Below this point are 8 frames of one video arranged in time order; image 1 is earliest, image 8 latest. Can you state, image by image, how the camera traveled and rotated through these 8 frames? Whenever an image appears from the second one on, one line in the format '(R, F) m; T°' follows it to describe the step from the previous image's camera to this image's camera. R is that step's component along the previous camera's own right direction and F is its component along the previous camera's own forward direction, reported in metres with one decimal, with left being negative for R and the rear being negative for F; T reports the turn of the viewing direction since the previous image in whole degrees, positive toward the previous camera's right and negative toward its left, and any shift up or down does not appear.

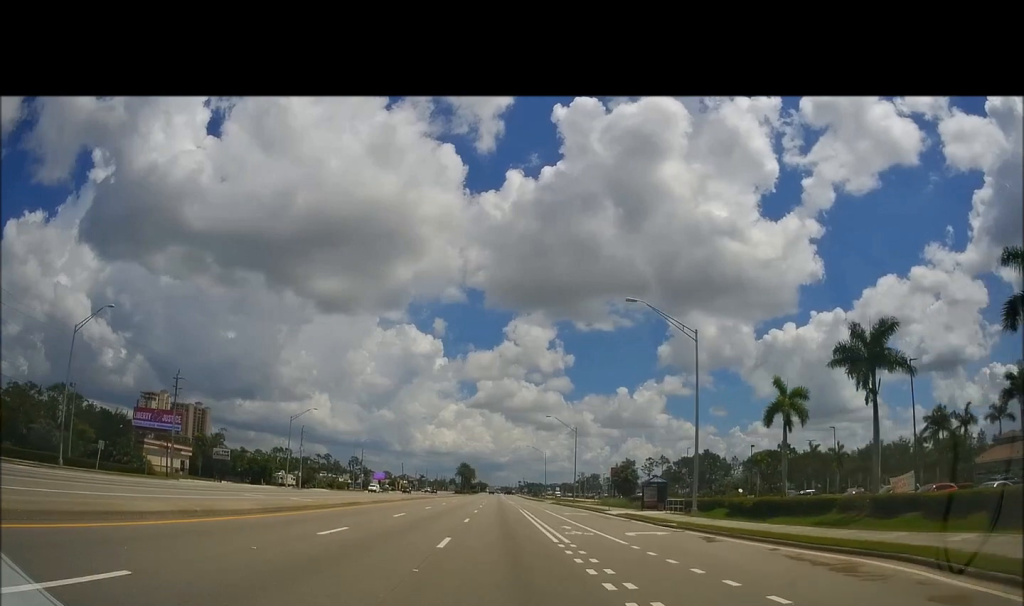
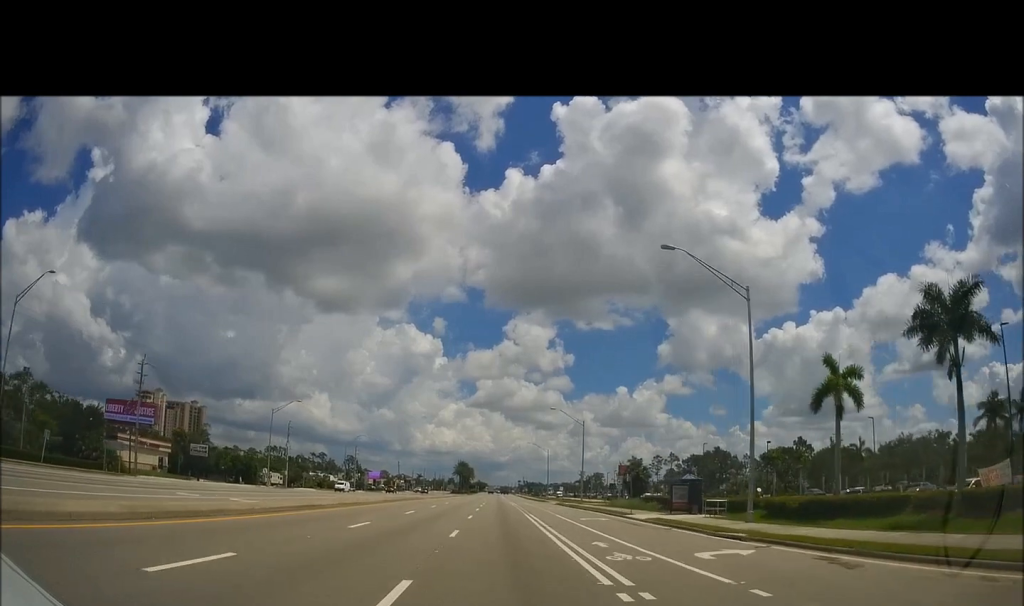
(0.0, +8.7) m; 0°
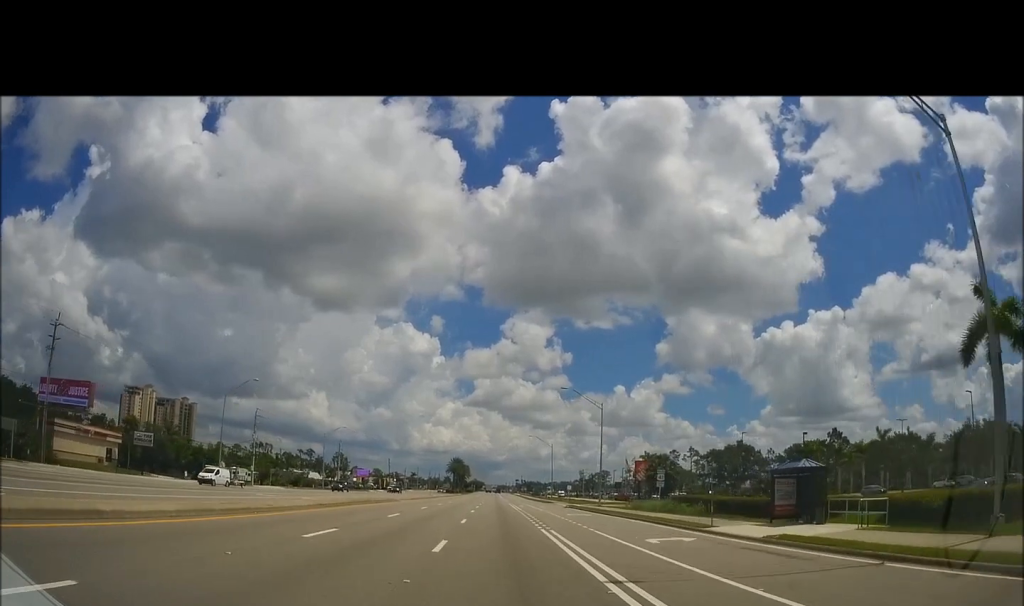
(0.0, +16.8) m; 0°
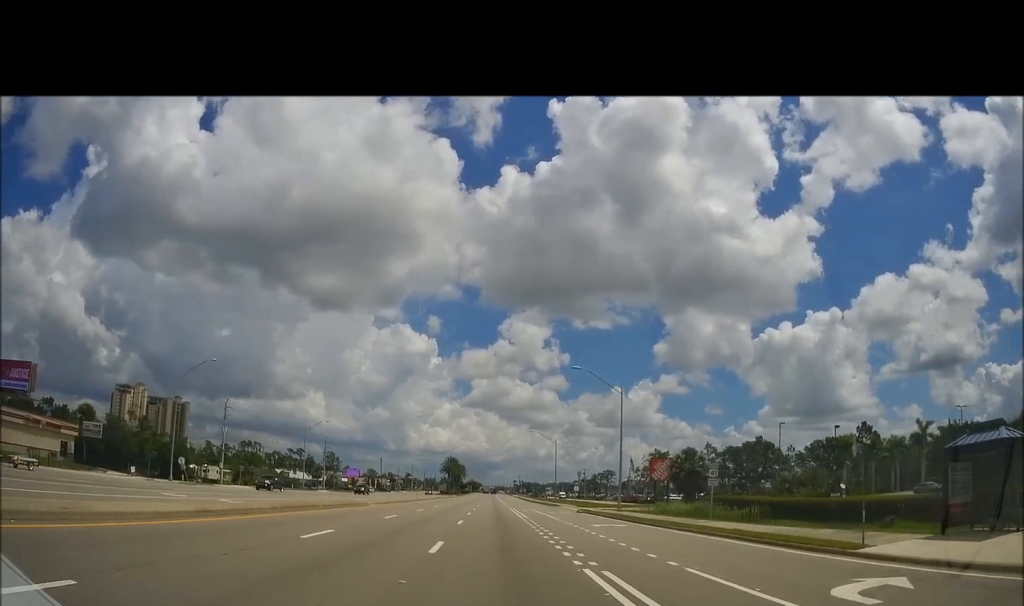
(0.0, +12.0) m; 0°
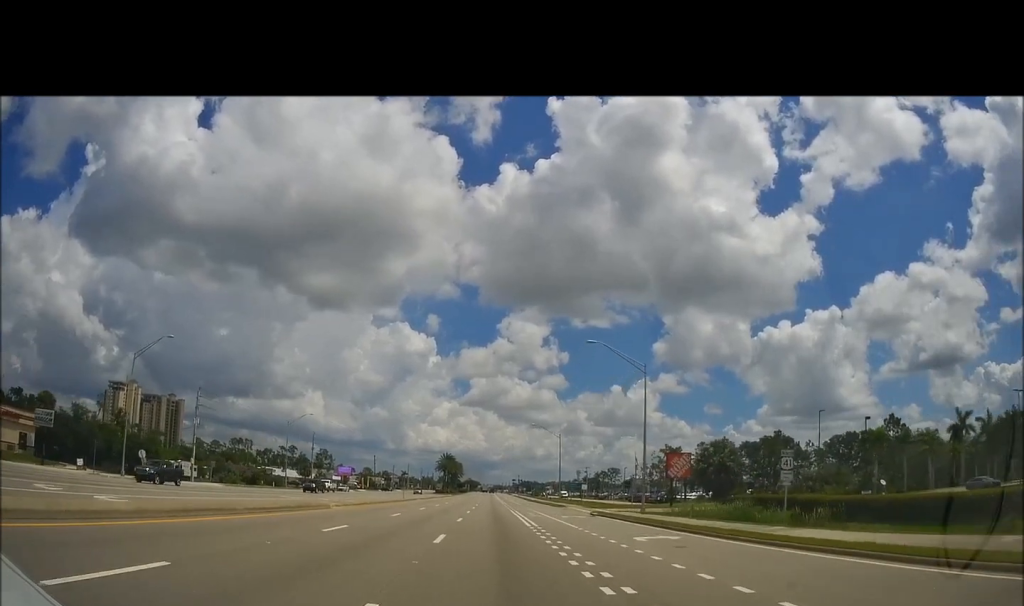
(0.0, +9.8) m; 0°
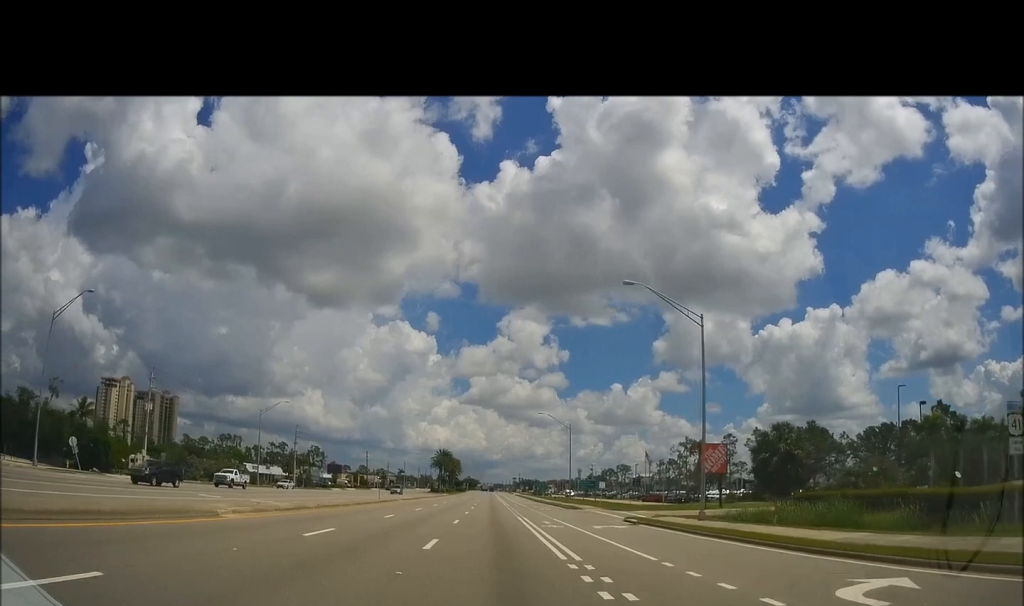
(0.0, +14.0) m; +2°
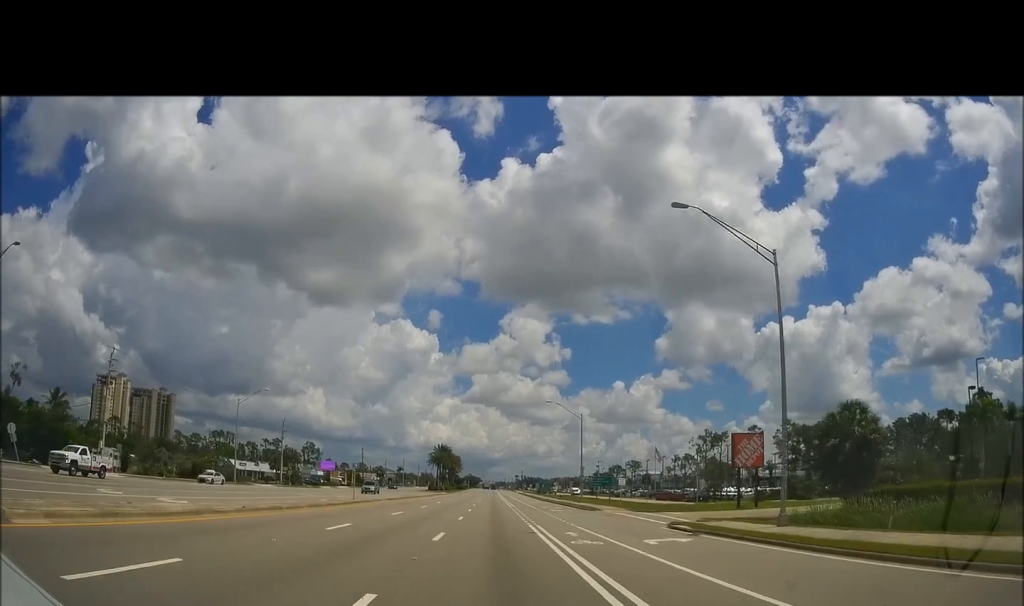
(+0.4, +10.0) m; 0°
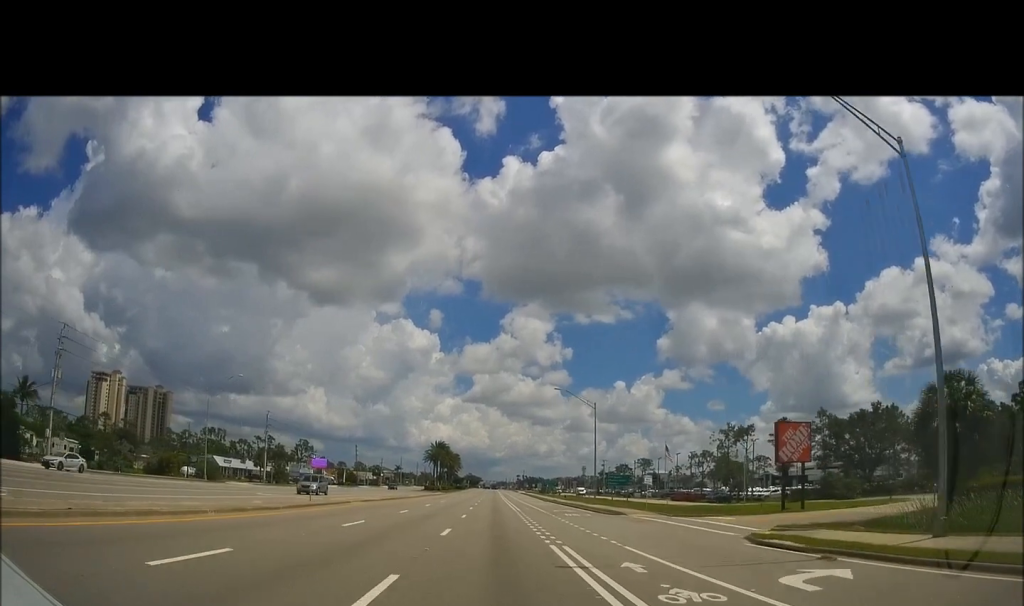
(-0.2, +10.1) m; -3°
